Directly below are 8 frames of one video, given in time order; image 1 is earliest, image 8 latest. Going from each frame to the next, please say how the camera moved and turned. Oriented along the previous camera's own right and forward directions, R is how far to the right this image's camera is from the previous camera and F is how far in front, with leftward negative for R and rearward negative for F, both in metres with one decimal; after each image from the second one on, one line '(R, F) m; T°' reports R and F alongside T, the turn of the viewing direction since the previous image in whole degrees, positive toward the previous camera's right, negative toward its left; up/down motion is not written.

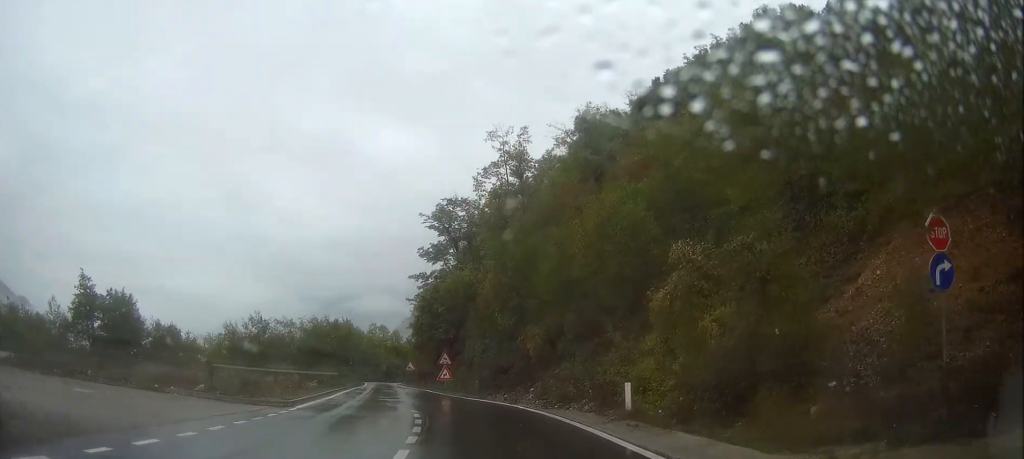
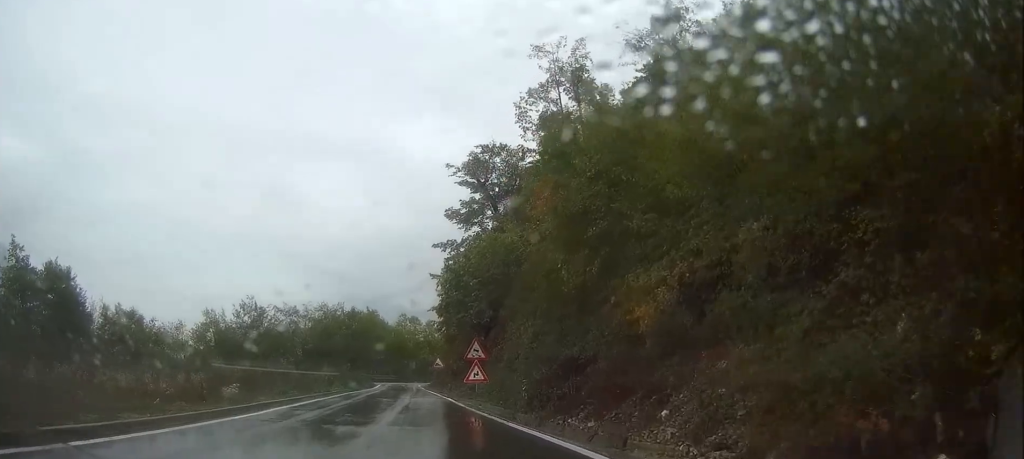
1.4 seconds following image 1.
(-0.4, +15.4) m; -5°
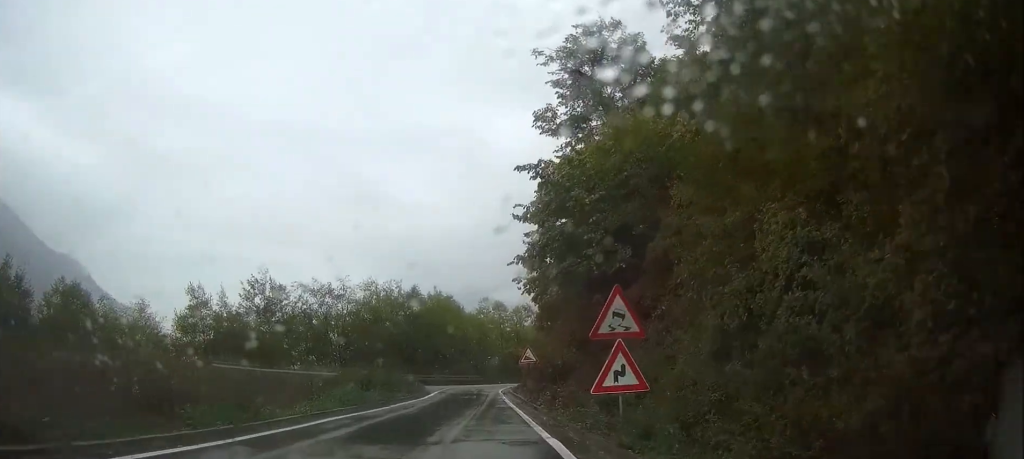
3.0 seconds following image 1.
(-0.9, +18.4) m; -3°
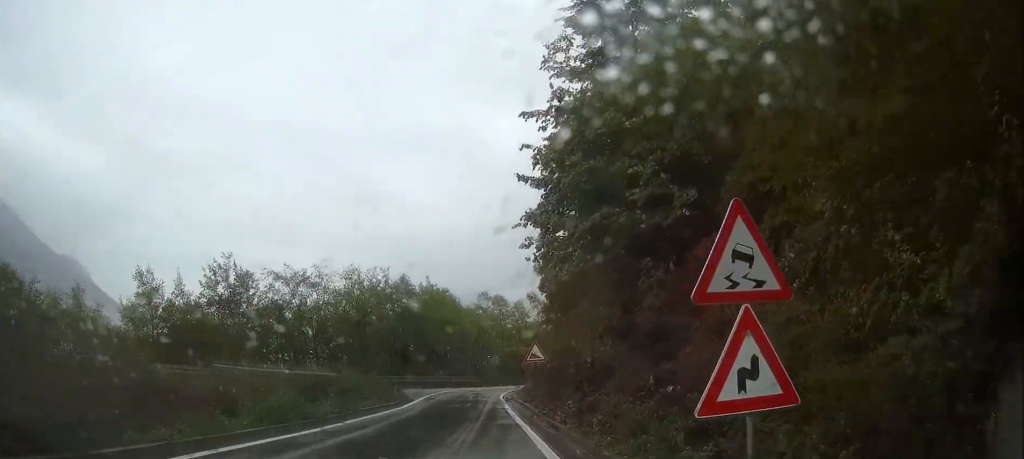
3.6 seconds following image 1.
(0.0, +6.6) m; -1°
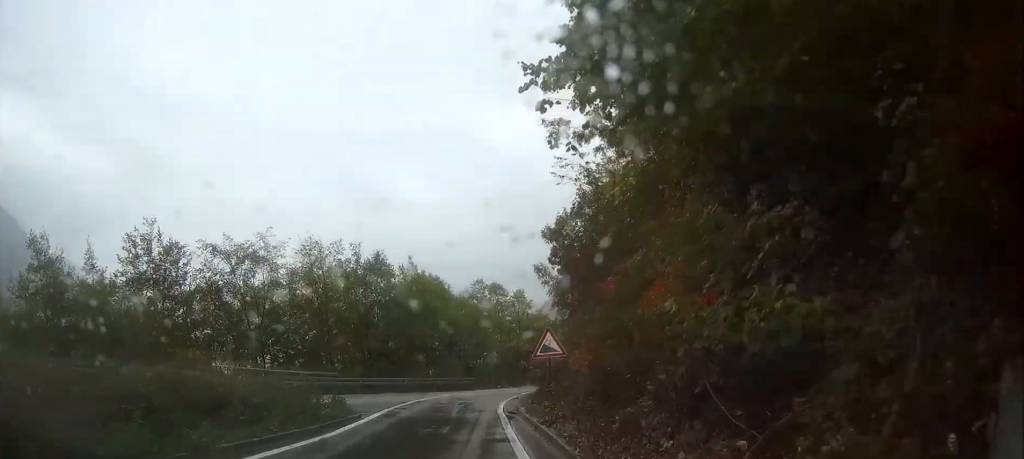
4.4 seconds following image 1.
(-0.1, +9.0) m; -1°
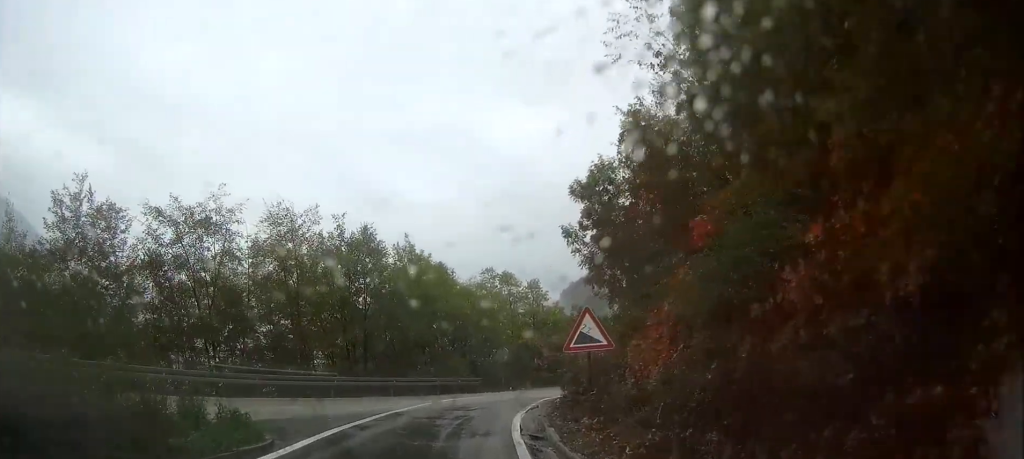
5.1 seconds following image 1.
(-0.1, +7.1) m; 0°
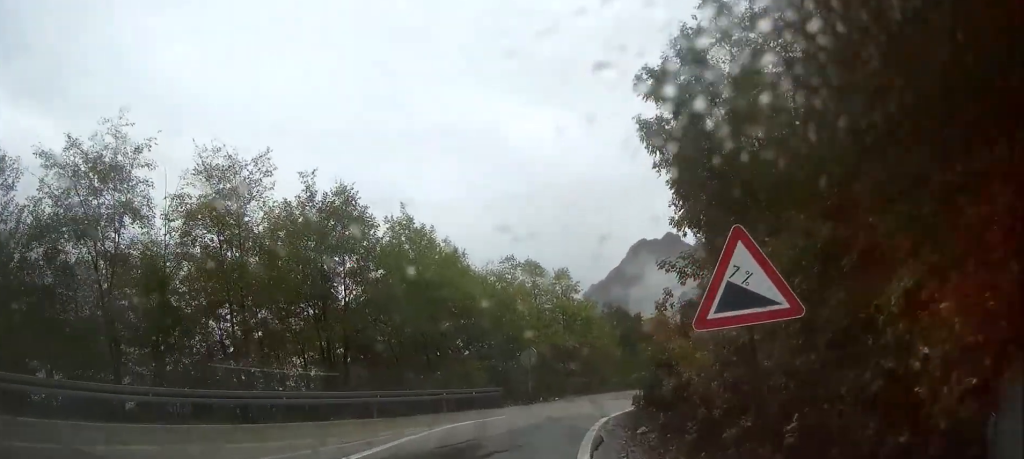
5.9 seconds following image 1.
(0.0, +8.6) m; +2°
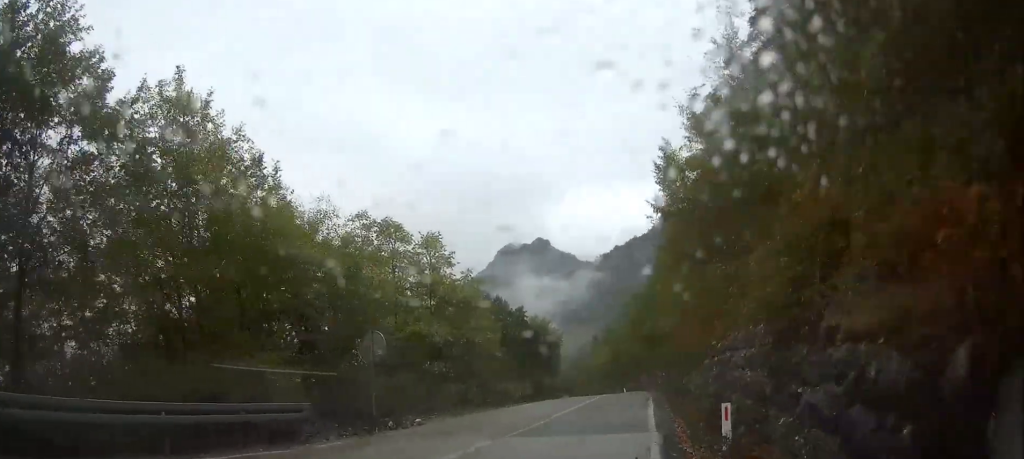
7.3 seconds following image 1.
(+0.8, +13.7) m; +11°
